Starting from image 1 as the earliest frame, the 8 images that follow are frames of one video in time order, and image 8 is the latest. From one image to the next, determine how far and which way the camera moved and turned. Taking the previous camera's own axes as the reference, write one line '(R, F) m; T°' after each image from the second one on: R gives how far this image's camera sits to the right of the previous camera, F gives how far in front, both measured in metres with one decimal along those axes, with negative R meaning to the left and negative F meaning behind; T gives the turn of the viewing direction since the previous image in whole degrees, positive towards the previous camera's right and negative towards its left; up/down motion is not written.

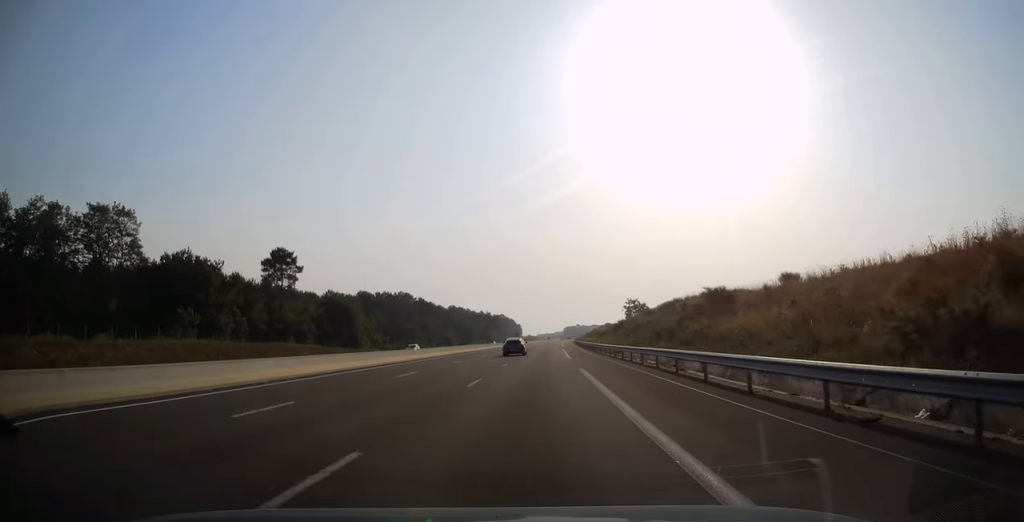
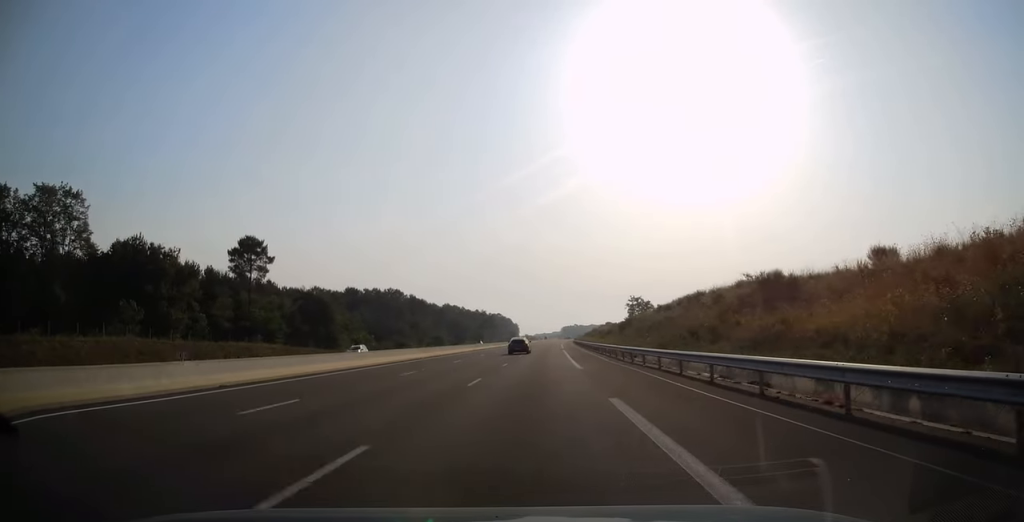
(0.0, +12.7) m; 0°
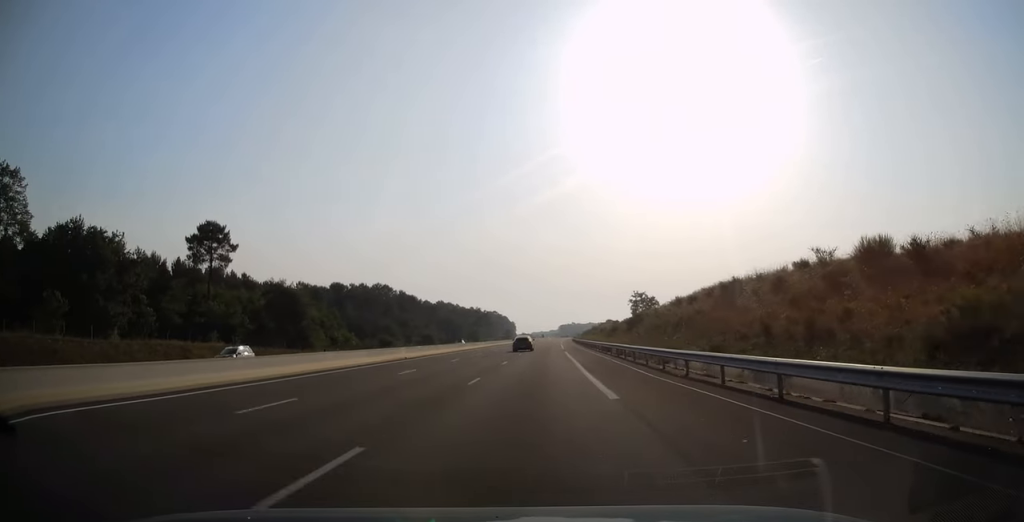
(-0.1, +13.2) m; 0°
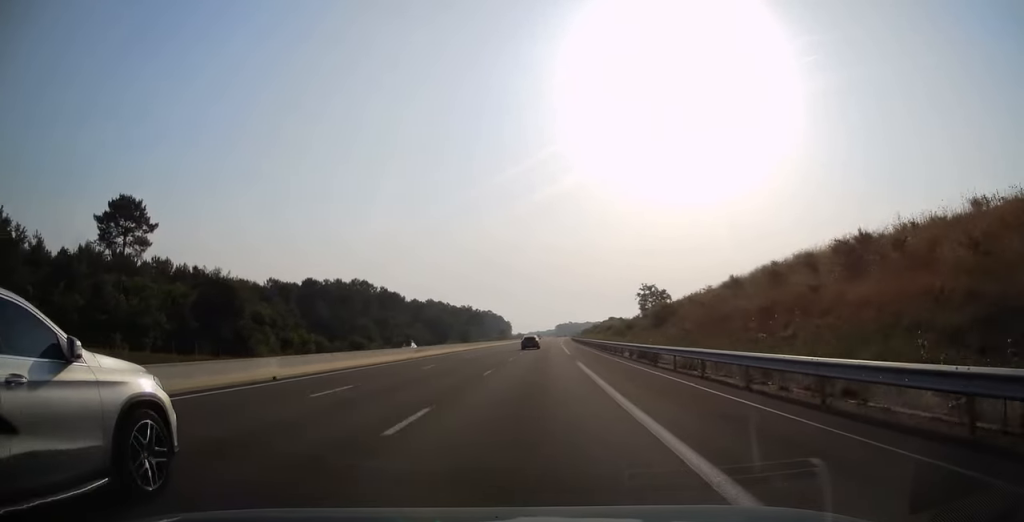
(+0.4, +22.0) m; +1°
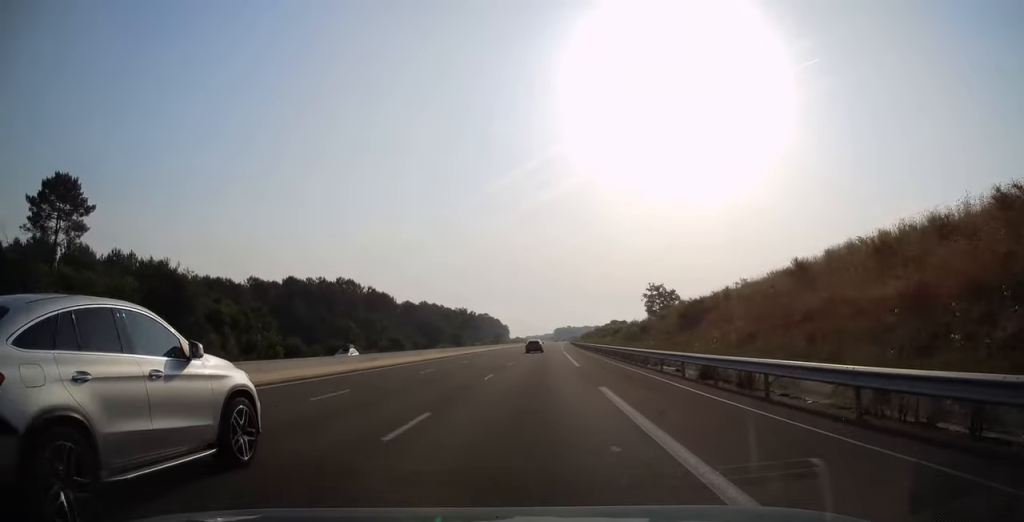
(+0.1, +13.2) m; 0°
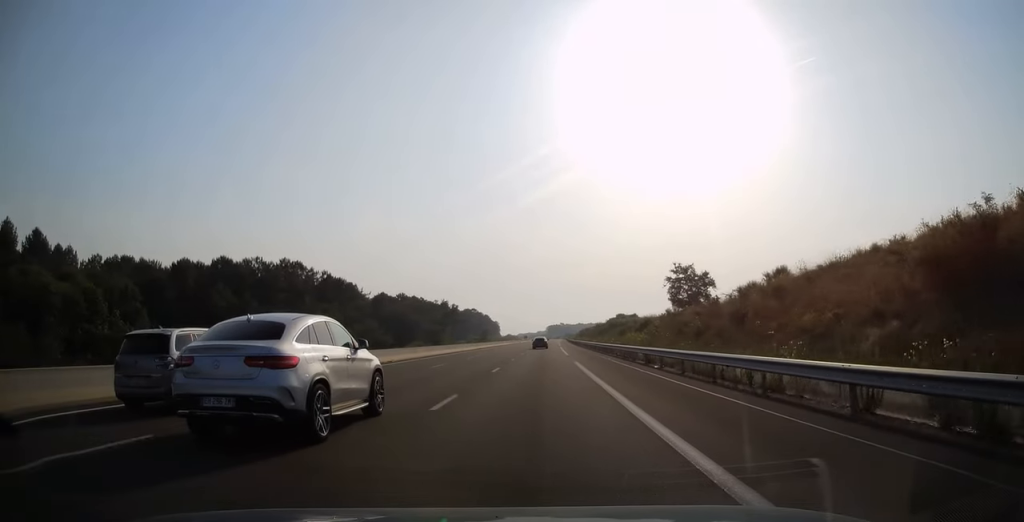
(0.0, +35.8) m; 0°
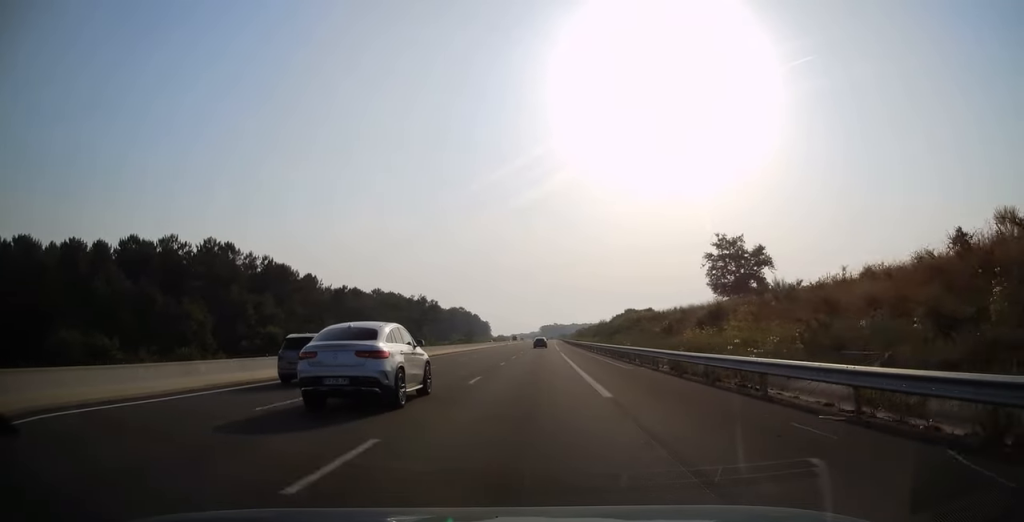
(+0.3, +32.3) m; +1°
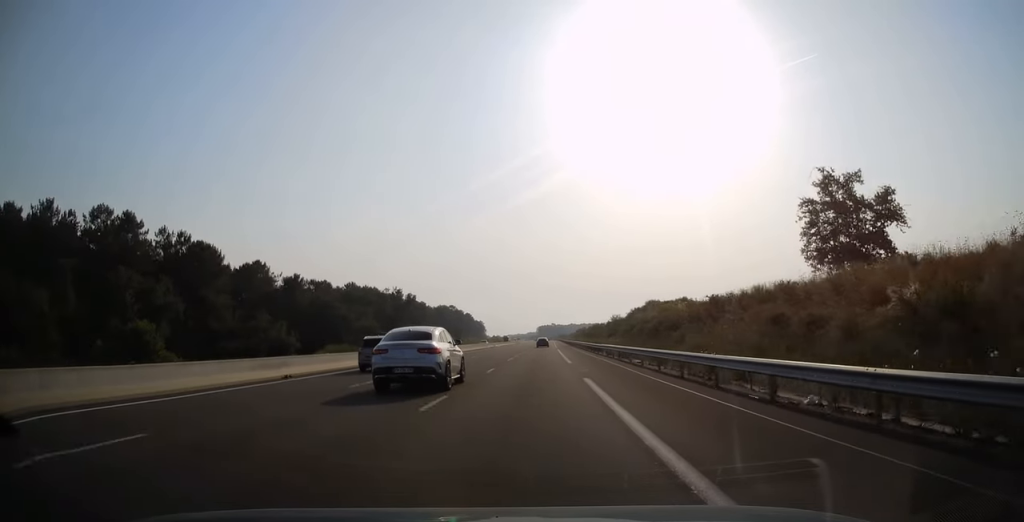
(0.0, +32.8) m; 0°
